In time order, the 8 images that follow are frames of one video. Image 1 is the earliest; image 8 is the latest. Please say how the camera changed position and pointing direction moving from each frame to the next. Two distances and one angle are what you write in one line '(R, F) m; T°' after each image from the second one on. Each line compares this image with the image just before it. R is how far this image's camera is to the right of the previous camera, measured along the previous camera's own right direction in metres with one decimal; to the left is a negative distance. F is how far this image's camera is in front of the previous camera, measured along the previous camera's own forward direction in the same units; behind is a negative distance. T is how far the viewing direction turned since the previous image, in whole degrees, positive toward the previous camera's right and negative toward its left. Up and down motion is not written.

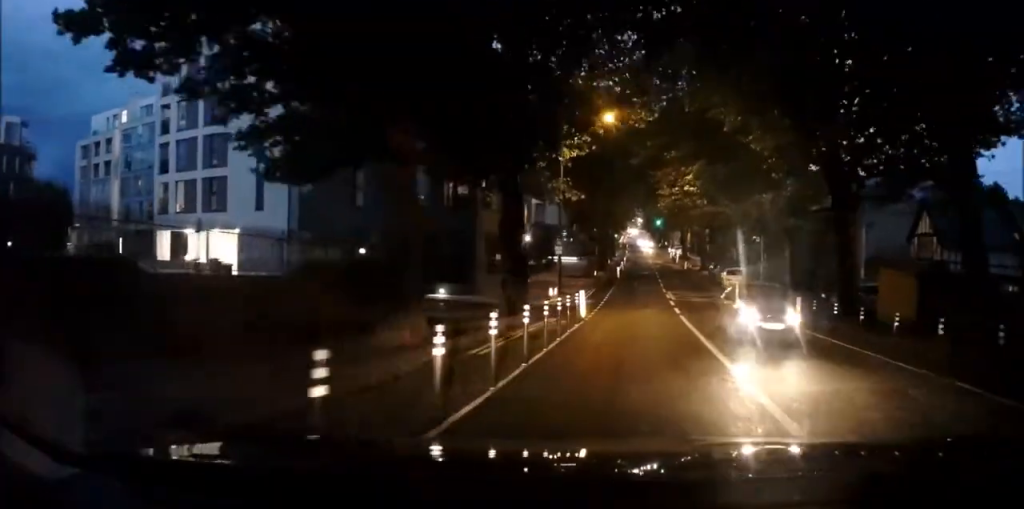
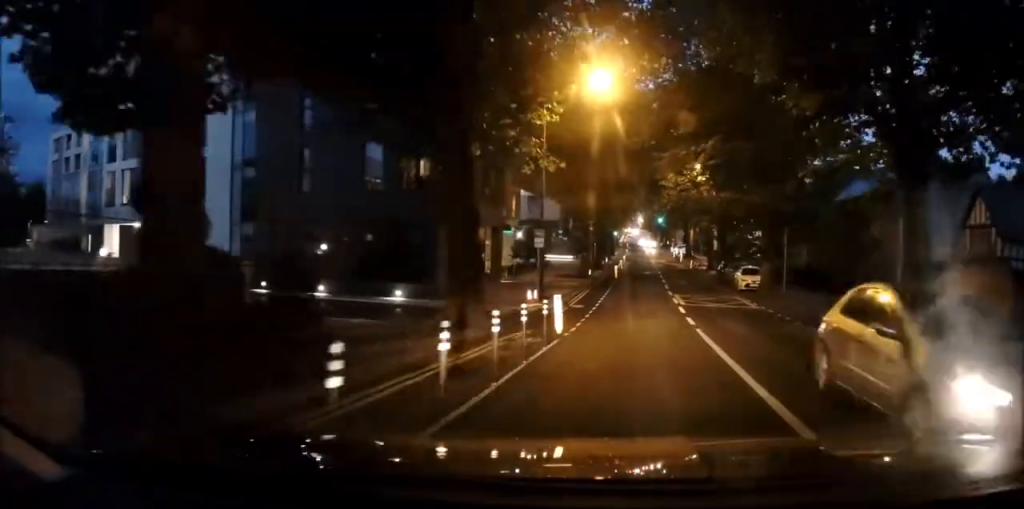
(0.0, +5.8) m; 0°
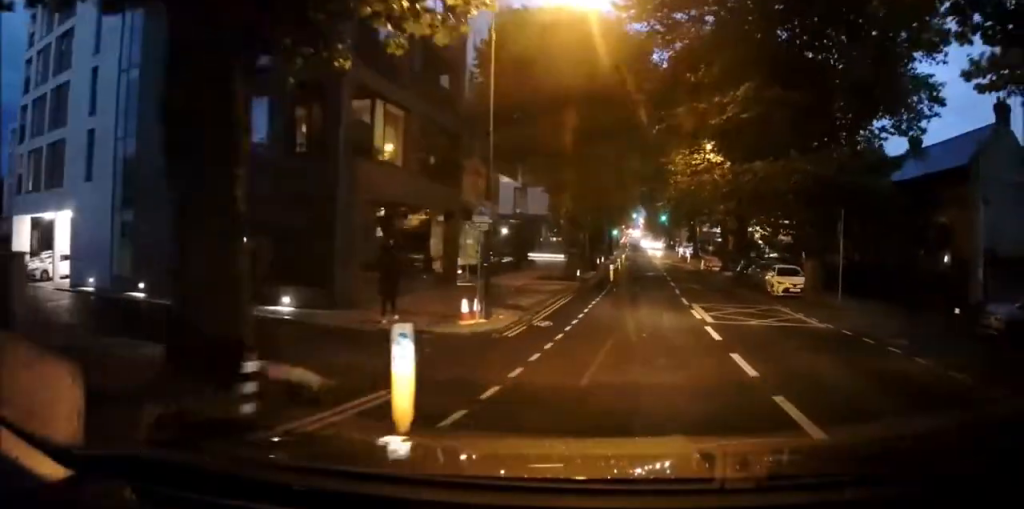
(0.0, +8.9) m; -1°
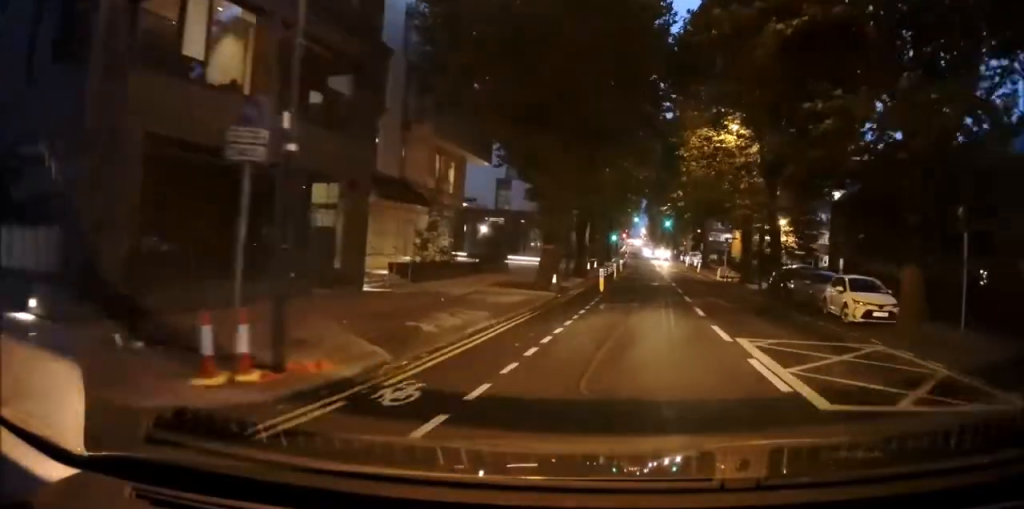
(-0.1, +9.3) m; 0°
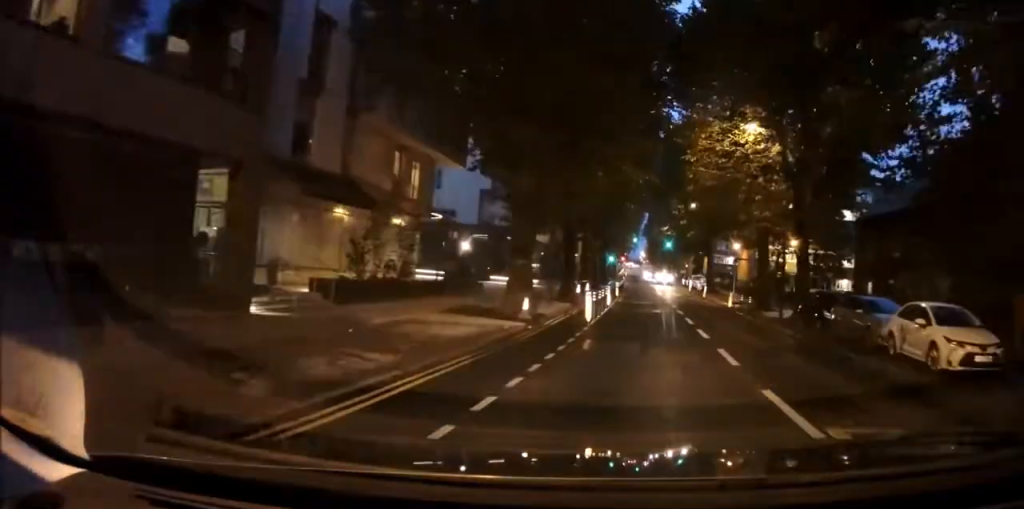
(-0.2, +5.5) m; +1°
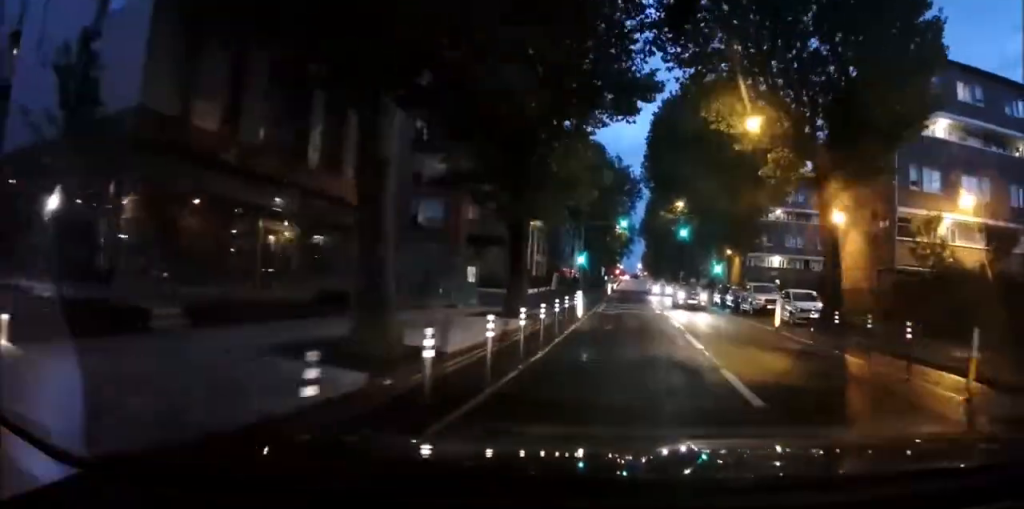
(+1.9, +39.2) m; +3°
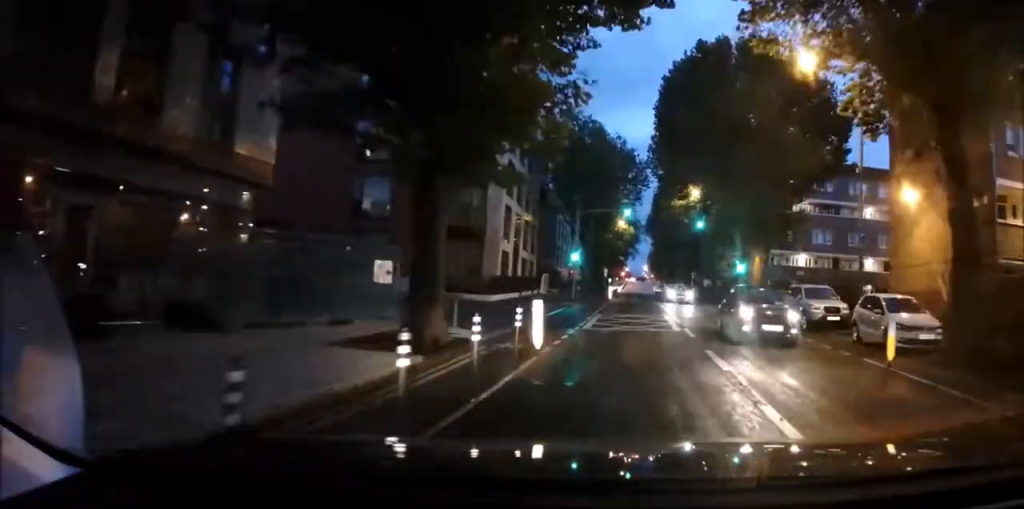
(0.0, +9.1) m; -2°
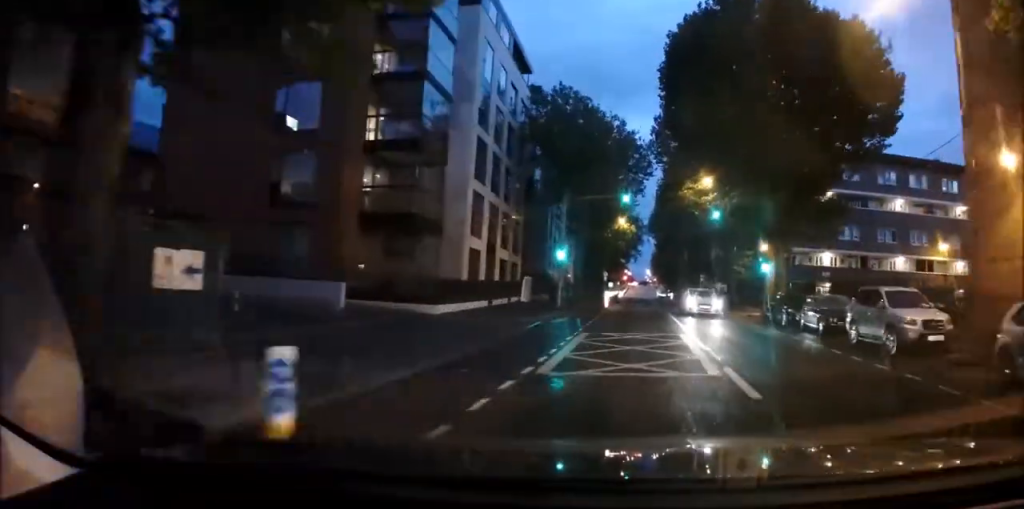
(-0.1, +7.8) m; -1°
